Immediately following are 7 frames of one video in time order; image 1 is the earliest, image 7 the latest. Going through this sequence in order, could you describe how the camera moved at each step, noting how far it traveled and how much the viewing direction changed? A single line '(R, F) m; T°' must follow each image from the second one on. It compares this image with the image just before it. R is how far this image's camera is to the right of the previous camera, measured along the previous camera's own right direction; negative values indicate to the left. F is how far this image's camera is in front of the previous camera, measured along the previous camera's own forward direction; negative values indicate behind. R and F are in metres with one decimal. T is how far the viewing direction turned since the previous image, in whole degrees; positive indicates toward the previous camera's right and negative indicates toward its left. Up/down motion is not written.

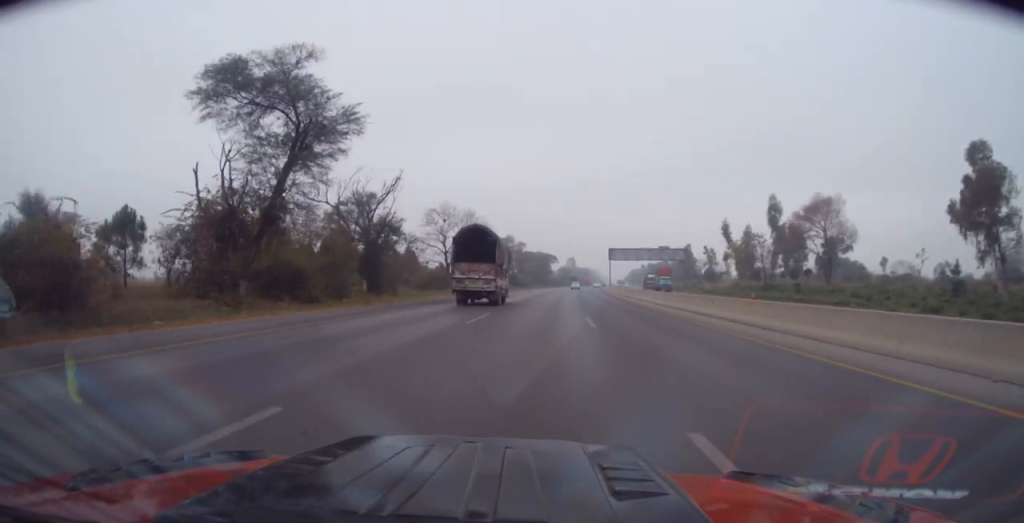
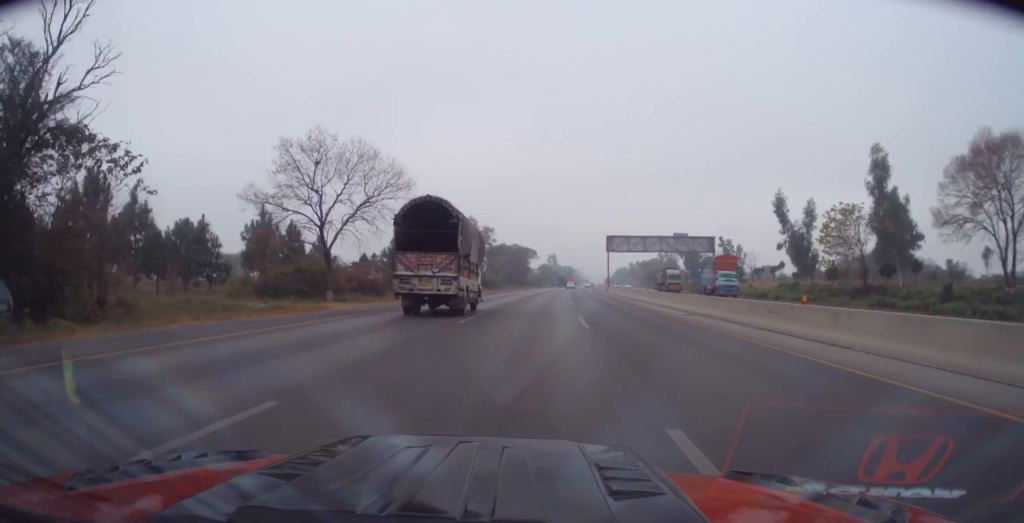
(+0.2, +35.5) m; +1°
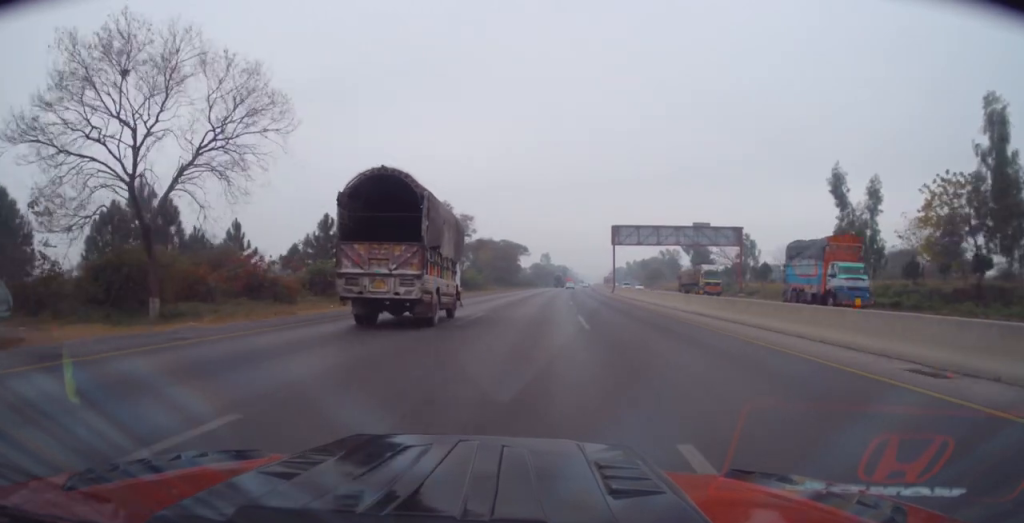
(+0.2, +18.4) m; +1°
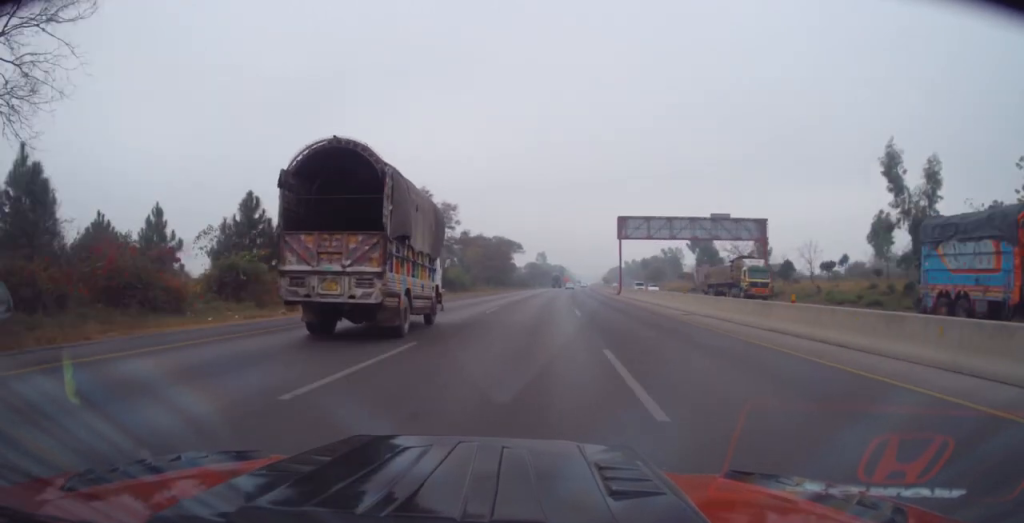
(0.0, +11.2) m; +1°
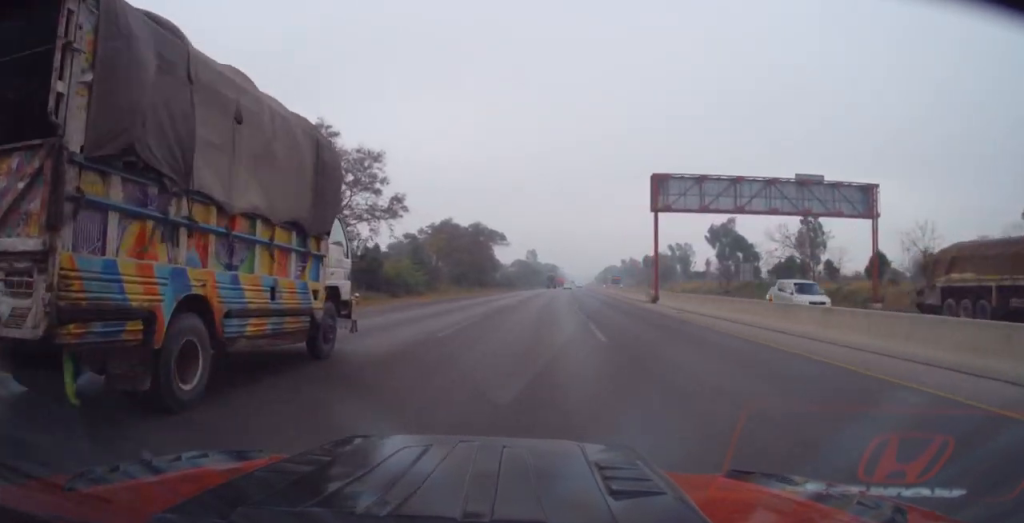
(+0.5, +28.1) m; +2°
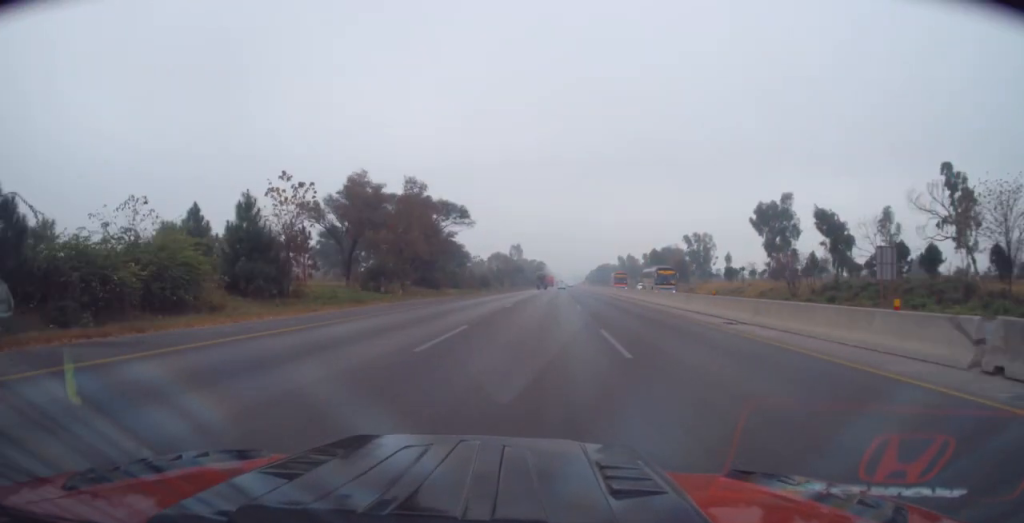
(+0.4, +38.0) m; +1°
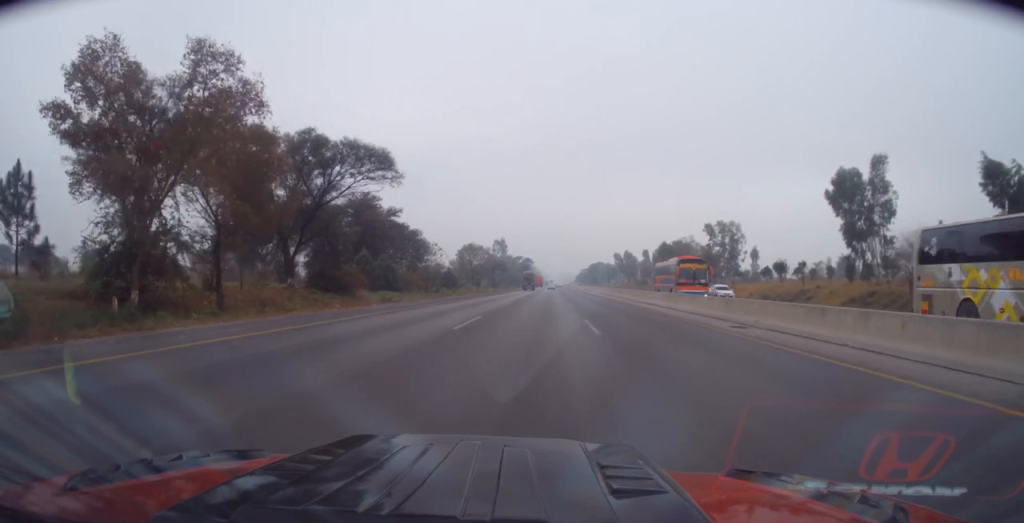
(+0.3, +31.6) m; +1°
